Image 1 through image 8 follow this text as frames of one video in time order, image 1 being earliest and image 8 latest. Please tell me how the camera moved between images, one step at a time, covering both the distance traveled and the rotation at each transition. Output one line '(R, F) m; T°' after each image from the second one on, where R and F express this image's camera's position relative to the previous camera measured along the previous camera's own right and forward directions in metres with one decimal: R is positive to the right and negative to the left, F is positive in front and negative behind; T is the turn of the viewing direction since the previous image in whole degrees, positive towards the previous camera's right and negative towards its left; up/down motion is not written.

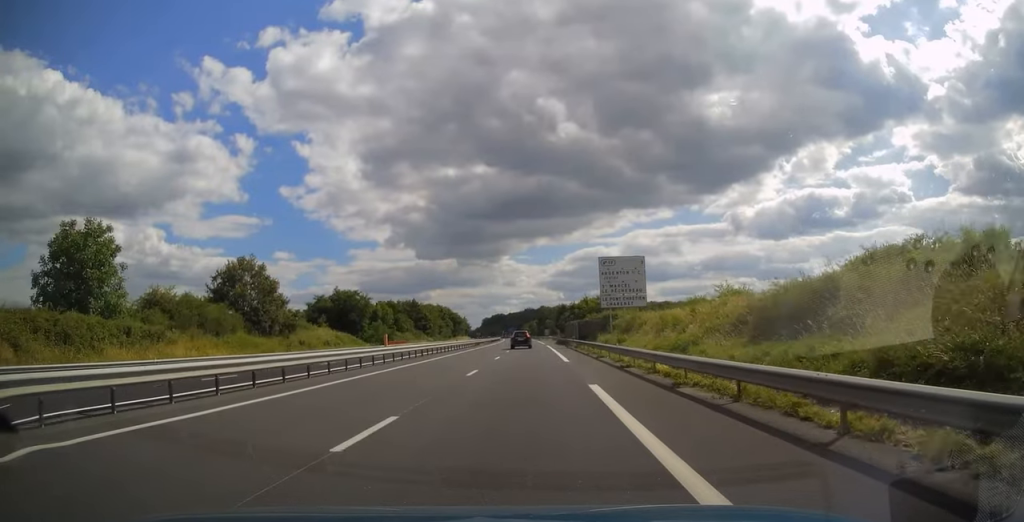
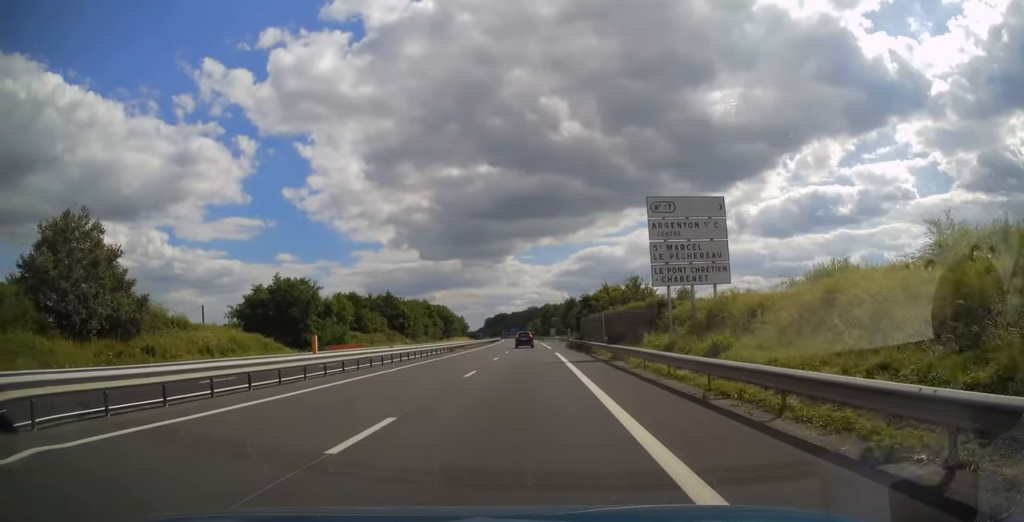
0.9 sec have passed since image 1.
(-0.1, +26.1) m; -1°
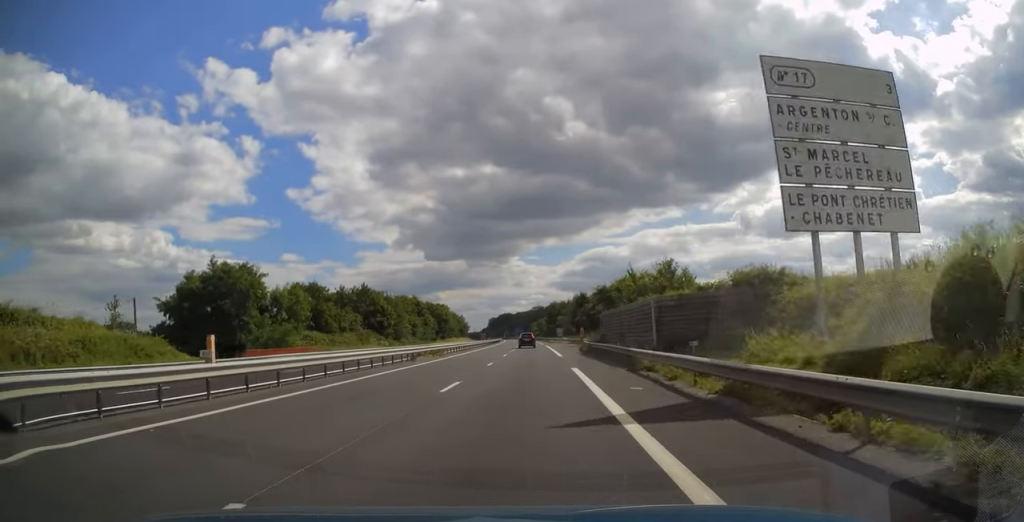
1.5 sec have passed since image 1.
(-0.1, +18.2) m; 0°
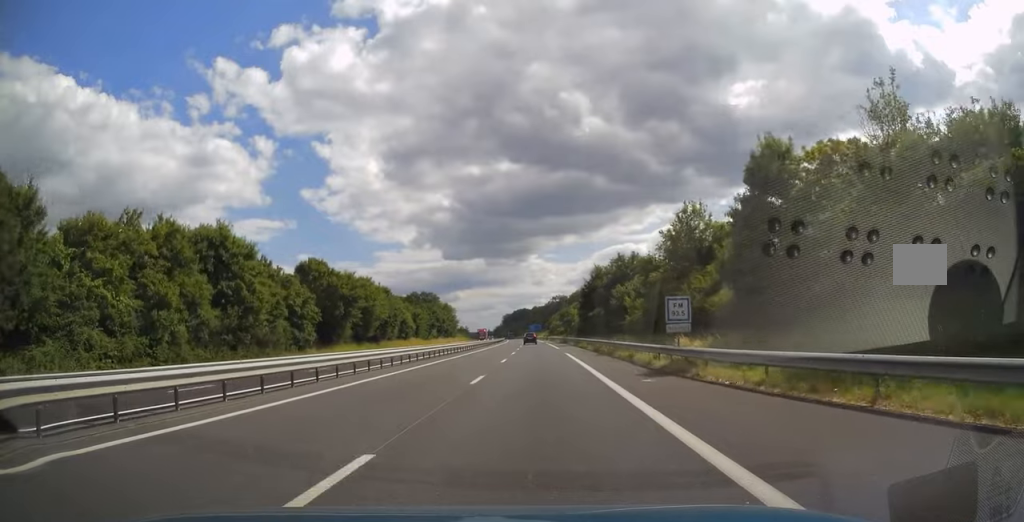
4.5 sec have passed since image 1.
(-1.2, +89.1) m; -1°
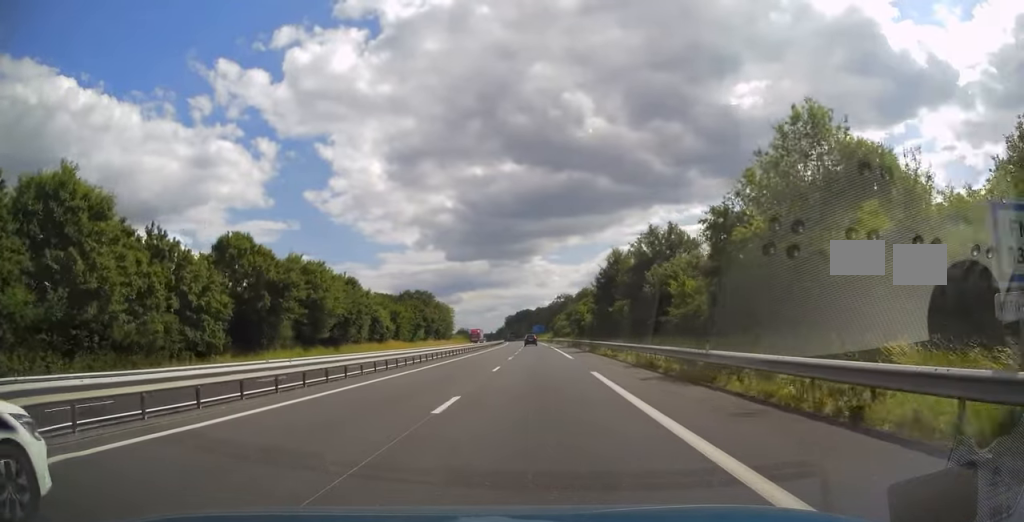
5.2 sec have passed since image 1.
(0.0, +19.1) m; 0°
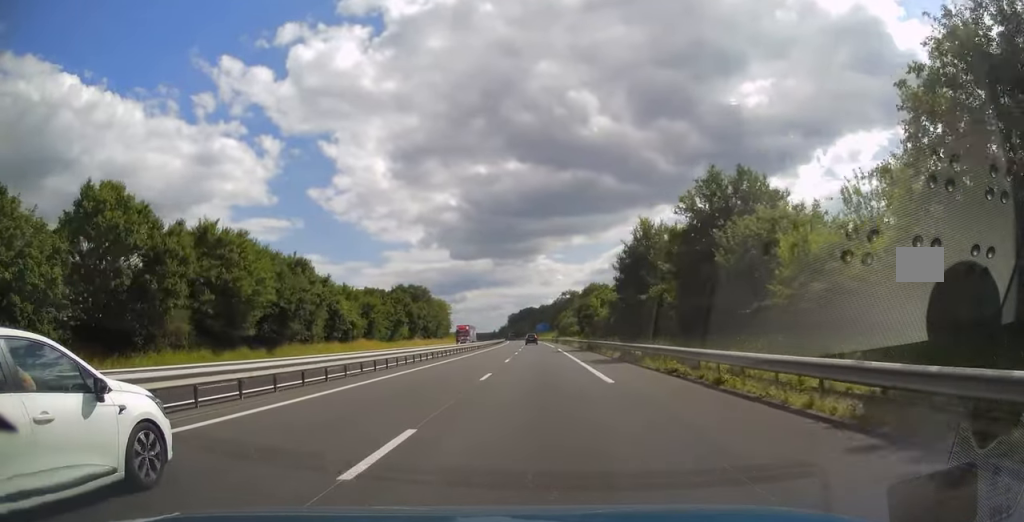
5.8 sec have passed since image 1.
(-0.1, +18.2) m; 0°
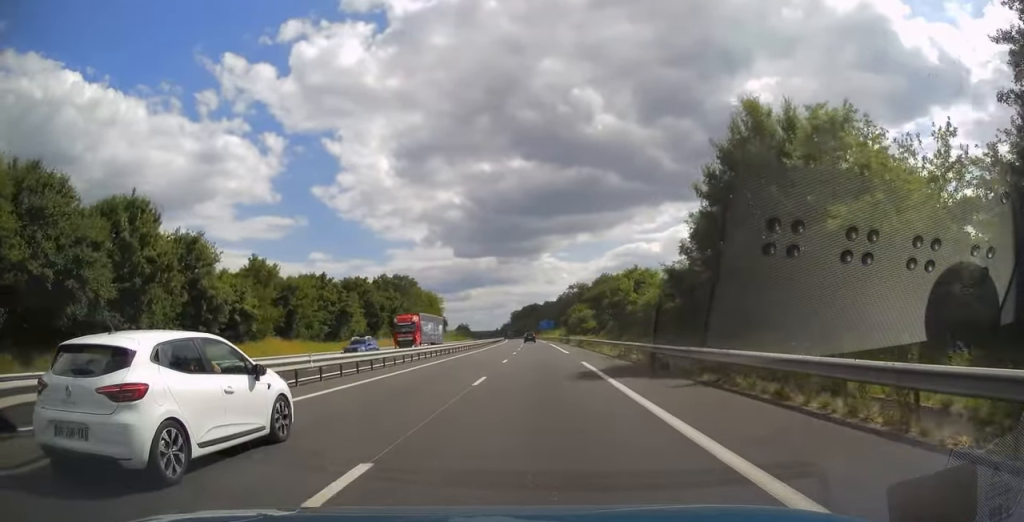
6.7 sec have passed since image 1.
(-0.2, +28.5) m; -1°
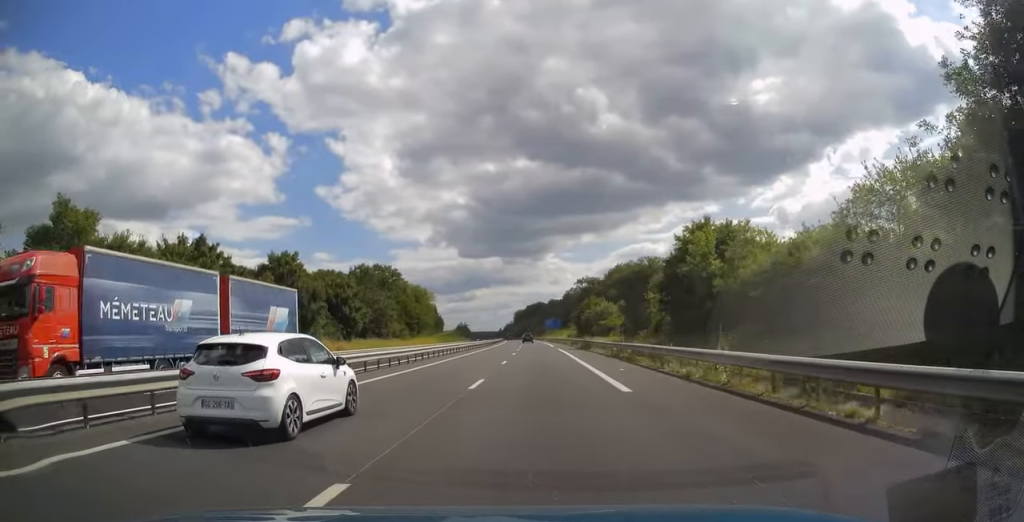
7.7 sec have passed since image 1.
(-0.1, +27.1) m; 0°
